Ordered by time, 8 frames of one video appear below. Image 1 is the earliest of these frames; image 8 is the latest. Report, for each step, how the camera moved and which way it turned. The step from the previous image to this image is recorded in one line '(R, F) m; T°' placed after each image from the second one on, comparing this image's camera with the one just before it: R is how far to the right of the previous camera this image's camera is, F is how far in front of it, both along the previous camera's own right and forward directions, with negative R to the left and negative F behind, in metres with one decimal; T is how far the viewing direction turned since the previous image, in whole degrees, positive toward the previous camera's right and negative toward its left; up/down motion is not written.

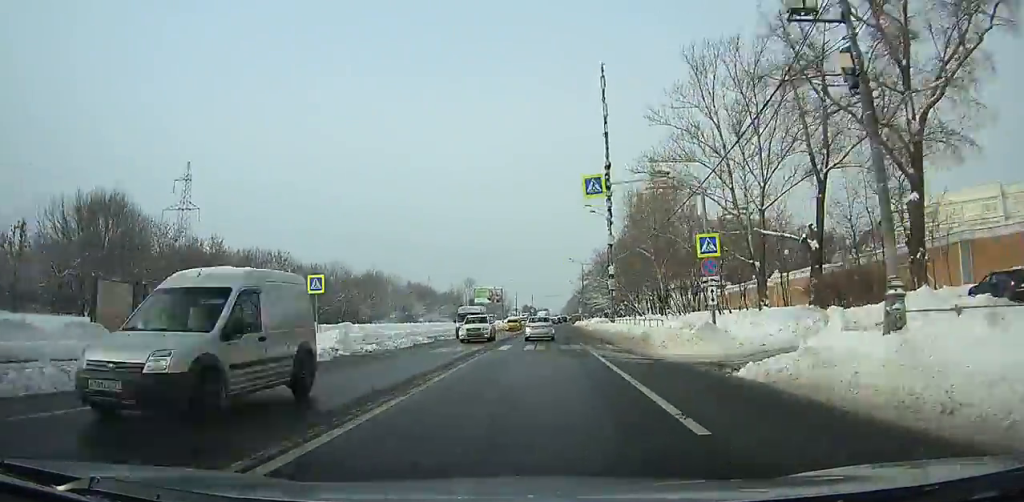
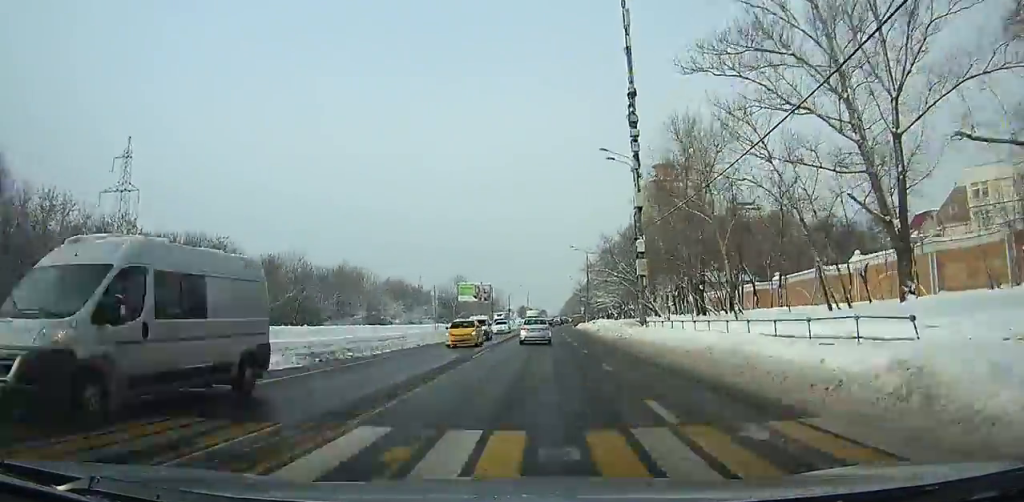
(+0.4, +21.9) m; +1°
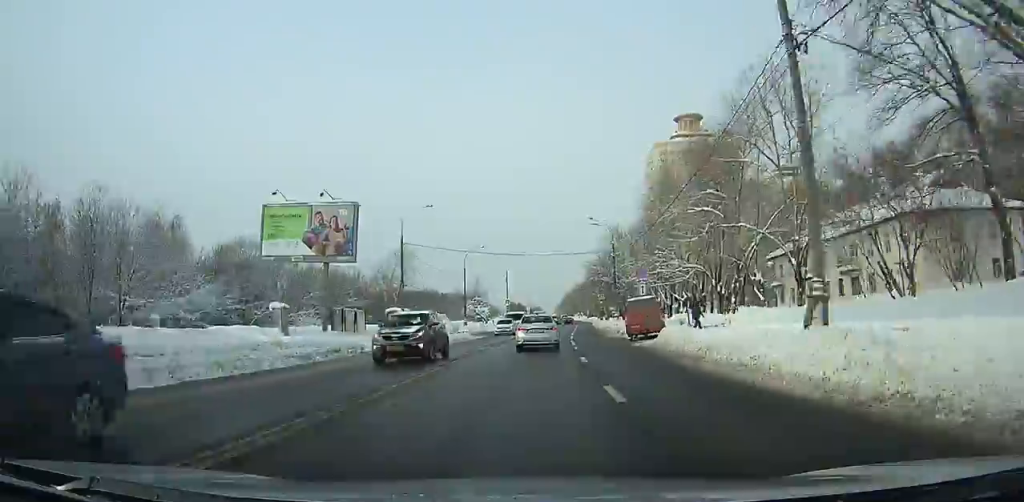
(+1.6, +78.1) m; +2°
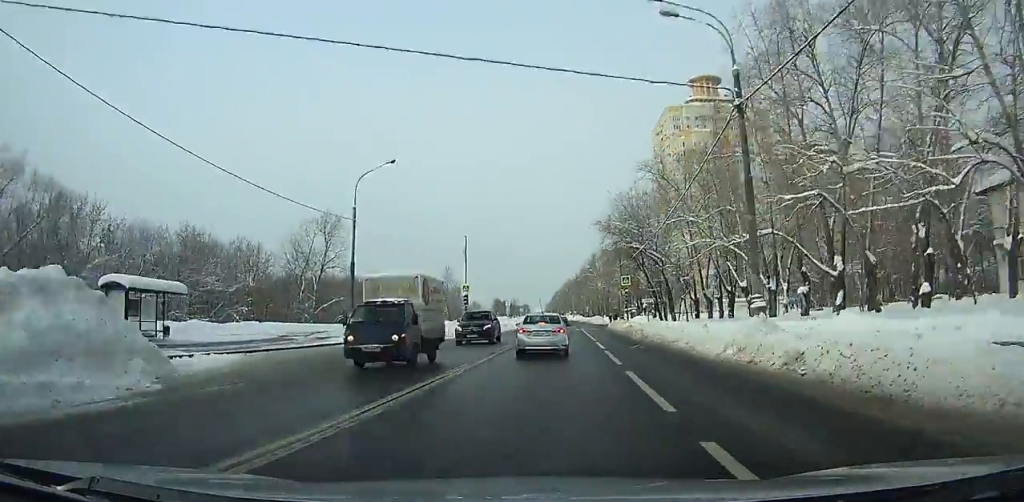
(0.0, +41.1) m; +2°
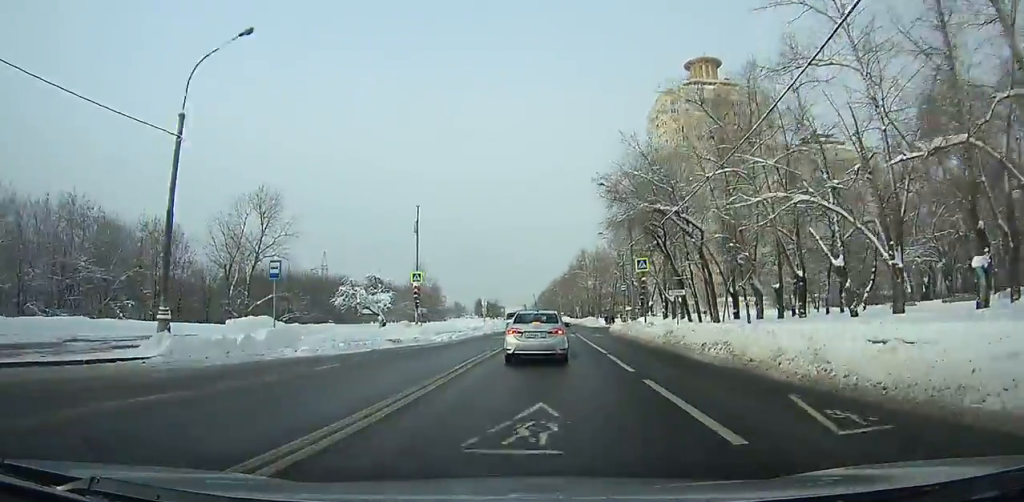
(+0.5, +15.0) m; 0°
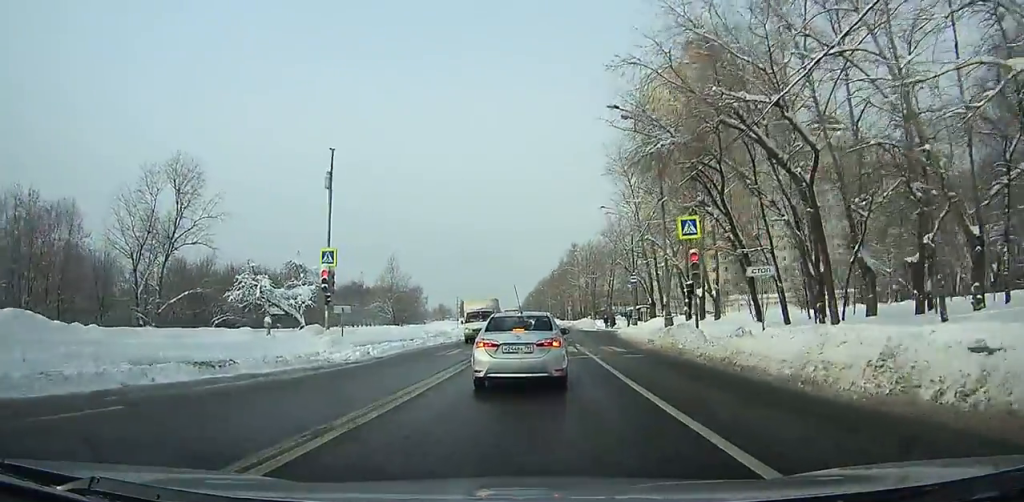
(-0.3, +15.4) m; -8°
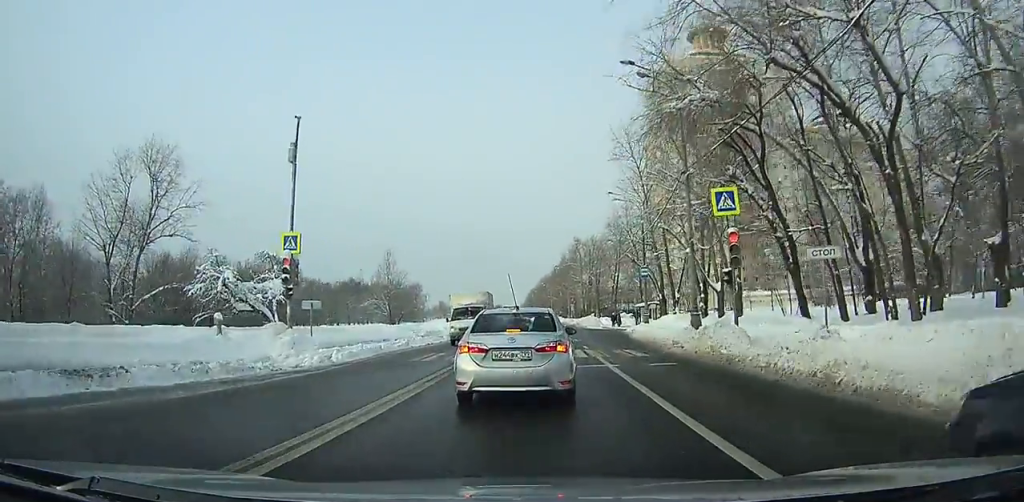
(0.0, +5.1) m; -6°
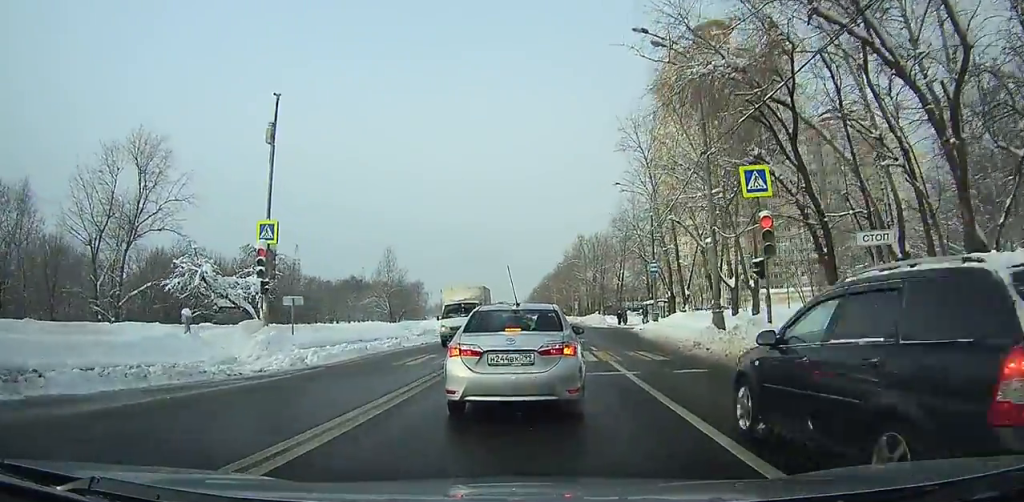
(-0.8, +3.0) m; -5°
